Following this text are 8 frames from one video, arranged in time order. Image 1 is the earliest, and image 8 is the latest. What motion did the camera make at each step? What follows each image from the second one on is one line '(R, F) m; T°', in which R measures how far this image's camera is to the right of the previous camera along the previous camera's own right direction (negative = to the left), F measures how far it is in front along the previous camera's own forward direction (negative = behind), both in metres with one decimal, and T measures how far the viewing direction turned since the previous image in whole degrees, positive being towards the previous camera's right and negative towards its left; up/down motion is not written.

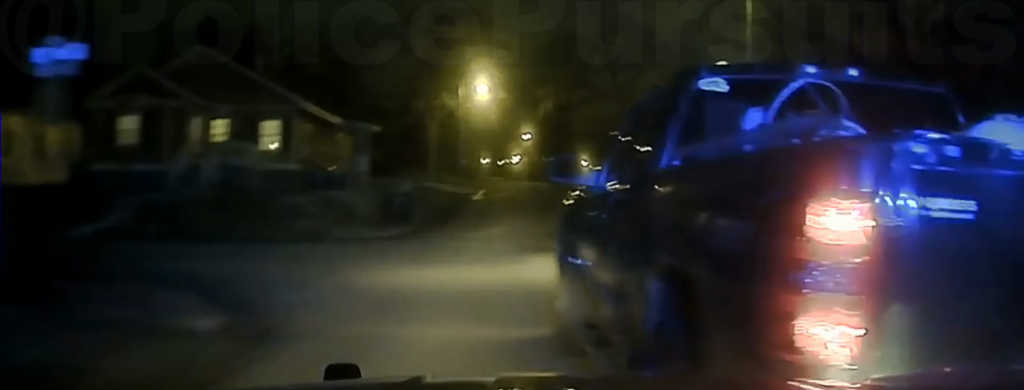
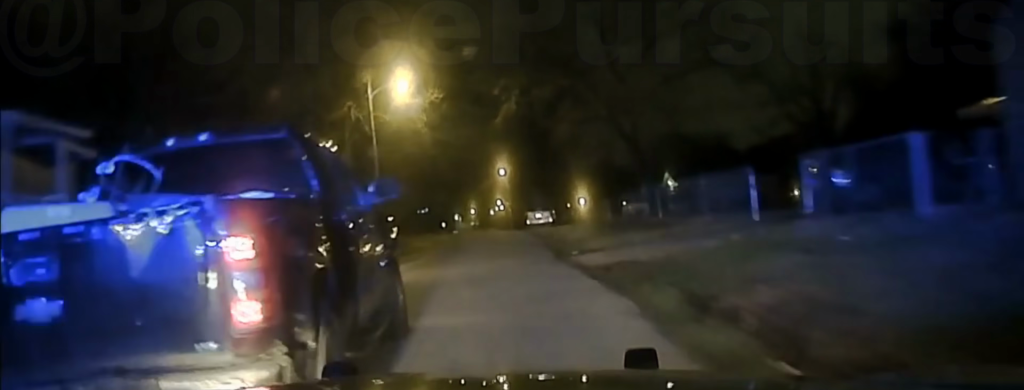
(+1.9, +32.1) m; +3°
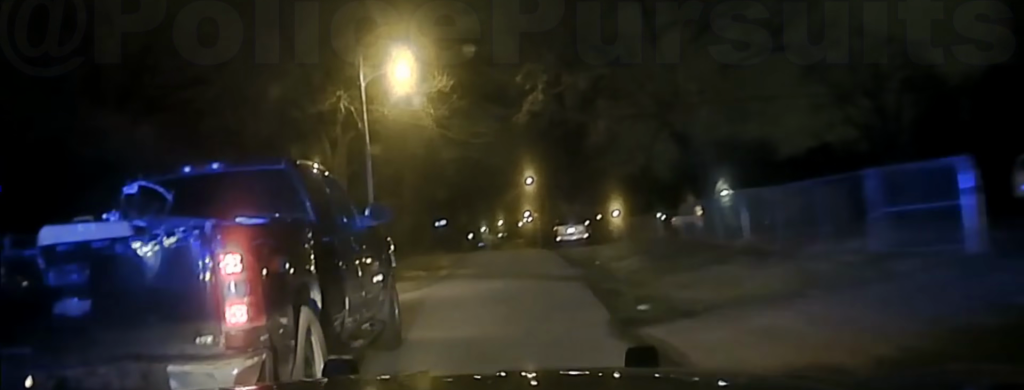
(+0.2, +11.4) m; -1°
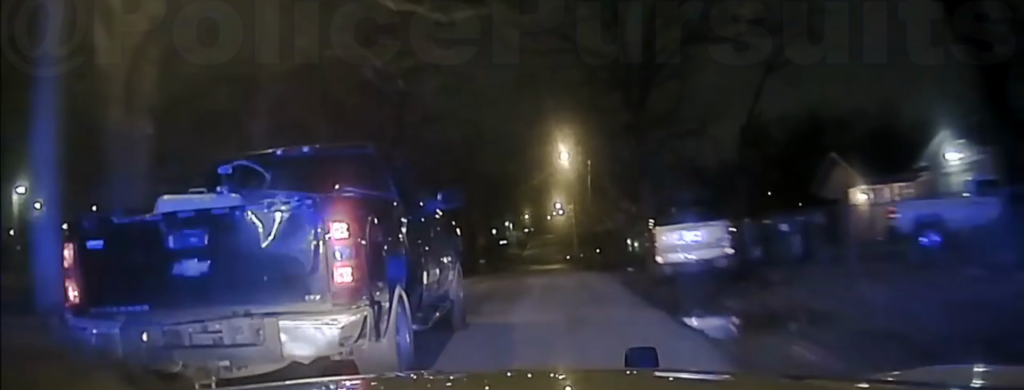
(-1.3, +29.7) m; -3°
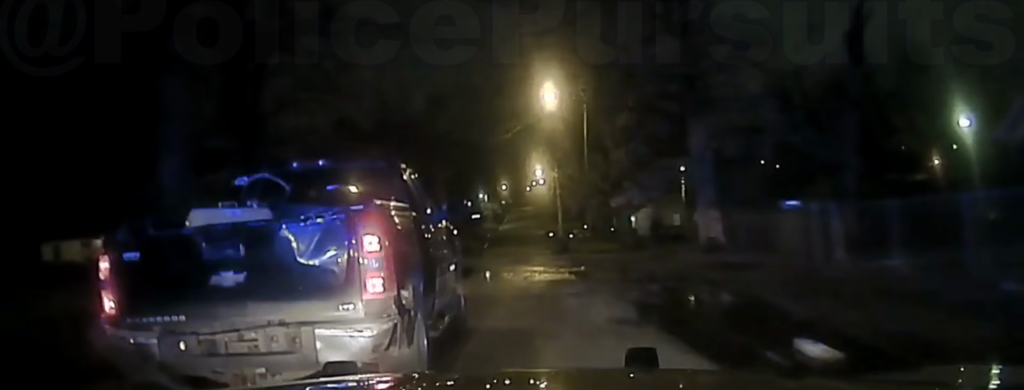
(0.0, +19.4) m; 0°
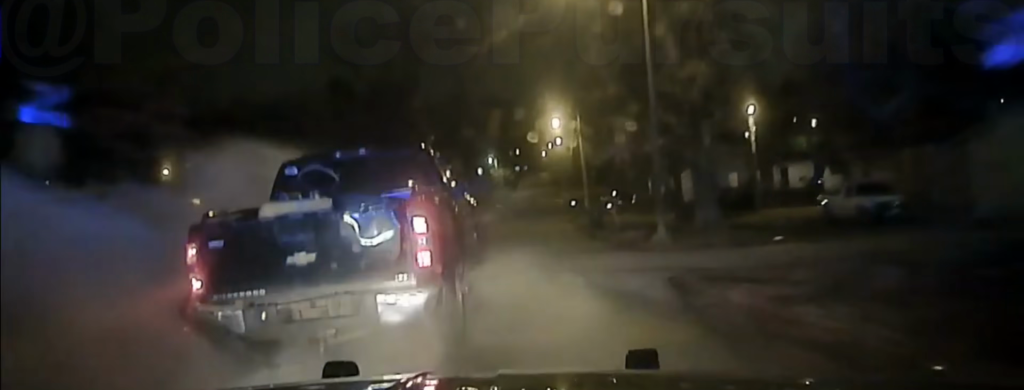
(-0.1, +20.4) m; -1°
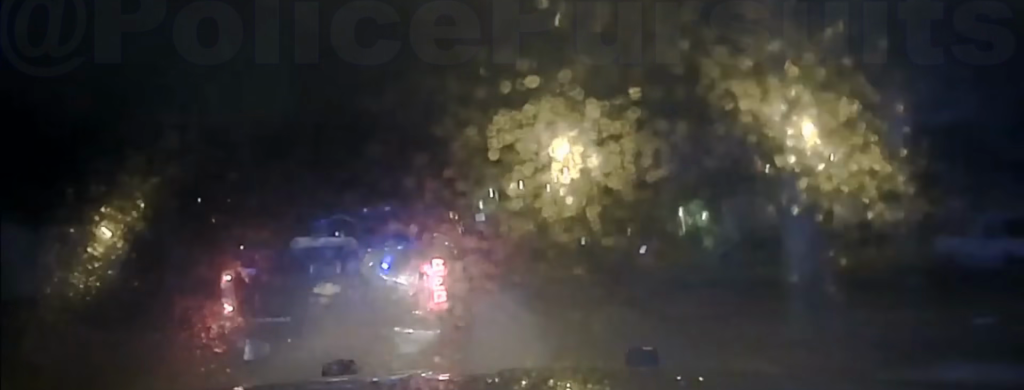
(-0.1, +9.2) m; 0°
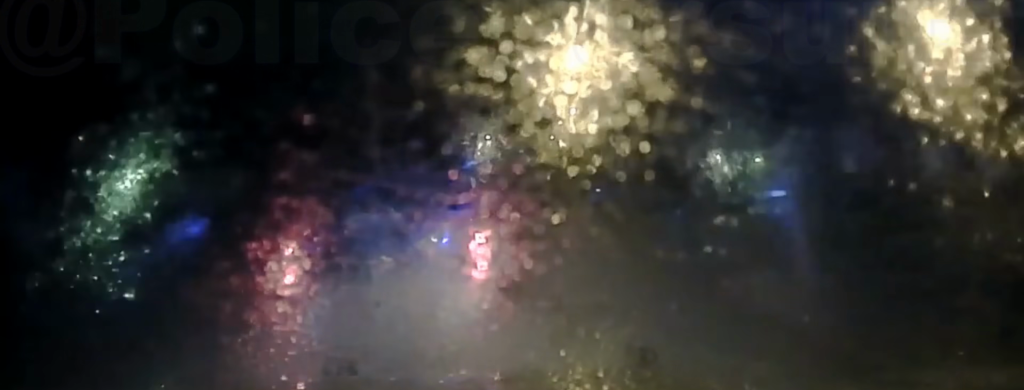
(0.0, +14.1) m; 0°
